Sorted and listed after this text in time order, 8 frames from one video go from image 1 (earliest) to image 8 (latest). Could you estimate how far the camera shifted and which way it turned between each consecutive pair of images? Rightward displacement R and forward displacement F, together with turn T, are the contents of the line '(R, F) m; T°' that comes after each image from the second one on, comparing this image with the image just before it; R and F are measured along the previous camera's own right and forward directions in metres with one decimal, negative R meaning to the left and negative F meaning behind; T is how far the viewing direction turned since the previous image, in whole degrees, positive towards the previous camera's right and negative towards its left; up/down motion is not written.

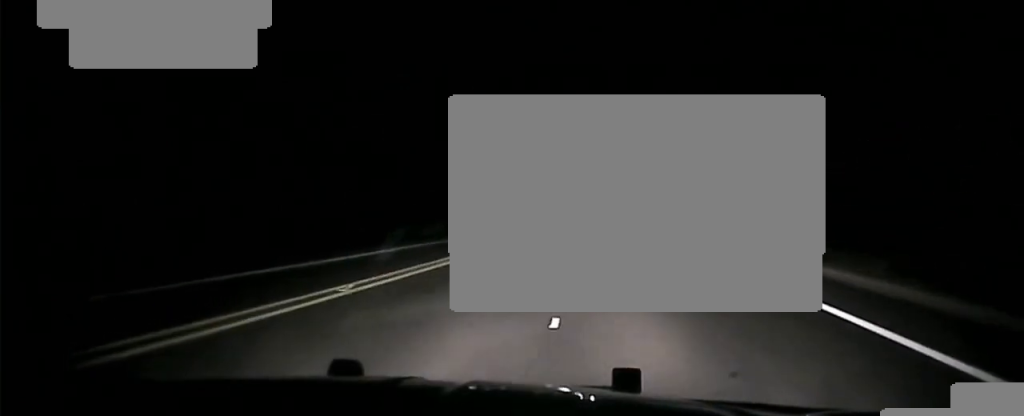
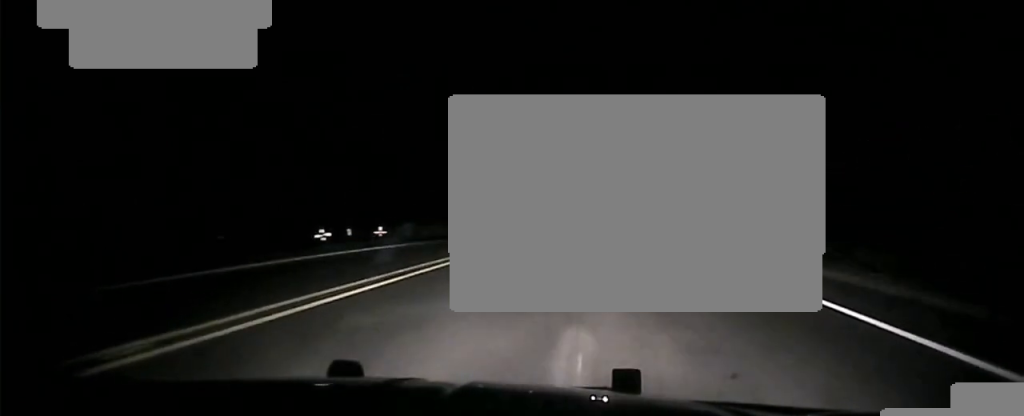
(+0.7, +59.0) m; +1°
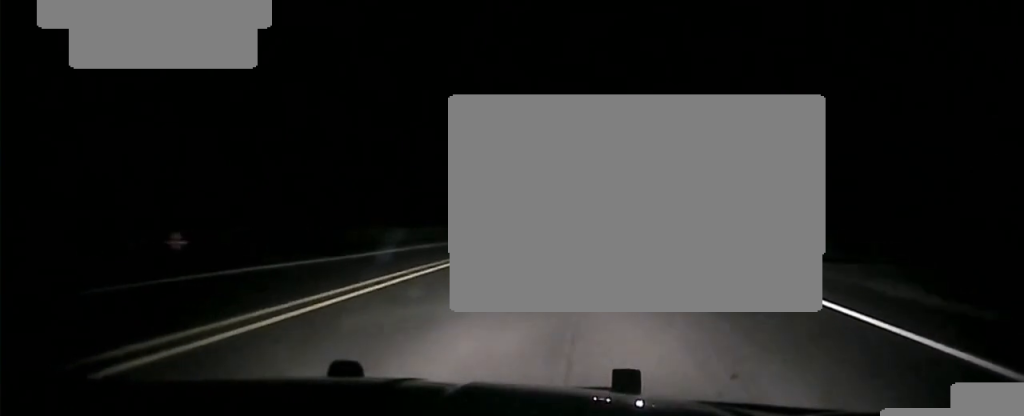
(0.0, +26.5) m; +1°
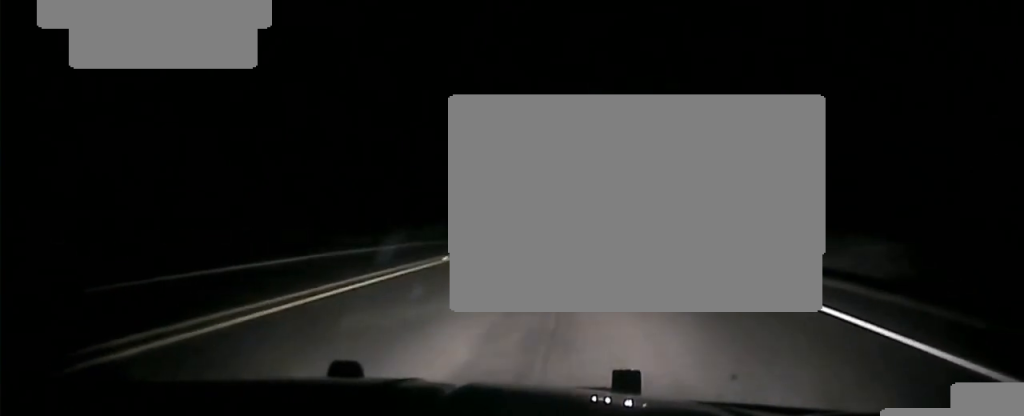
(+0.6, +25.7) m; +1°
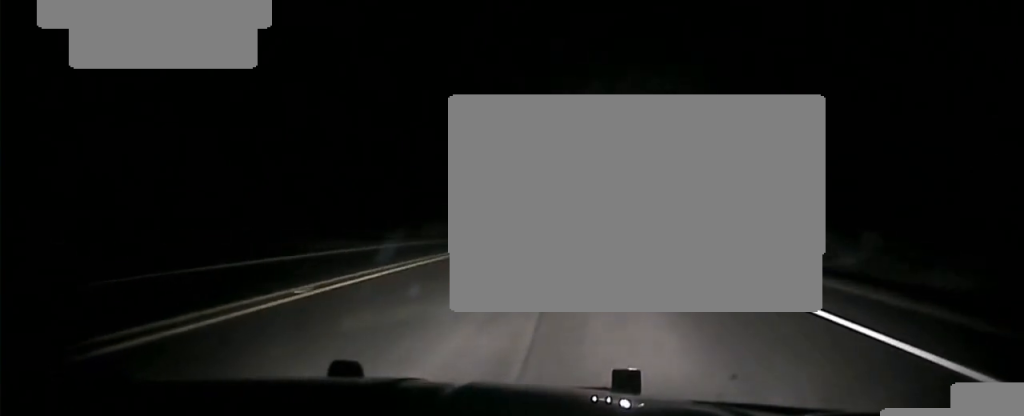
(0.0, +13.0) m; 0°
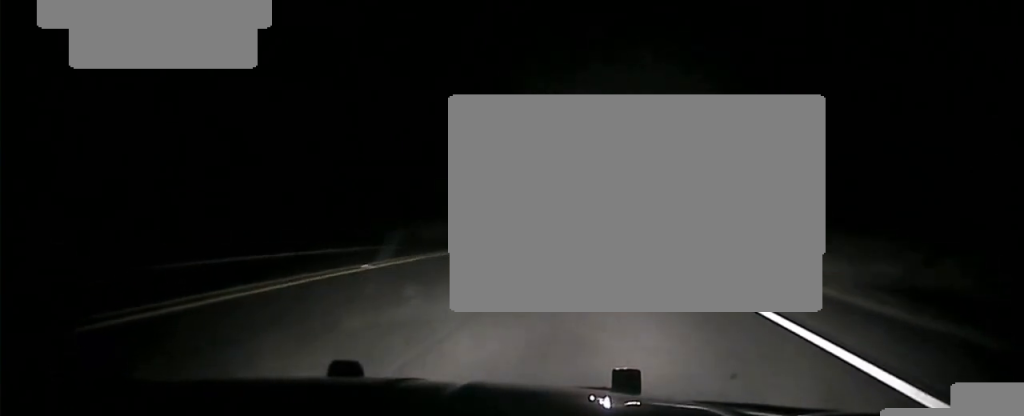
(0.0, +41.2) m; +1°
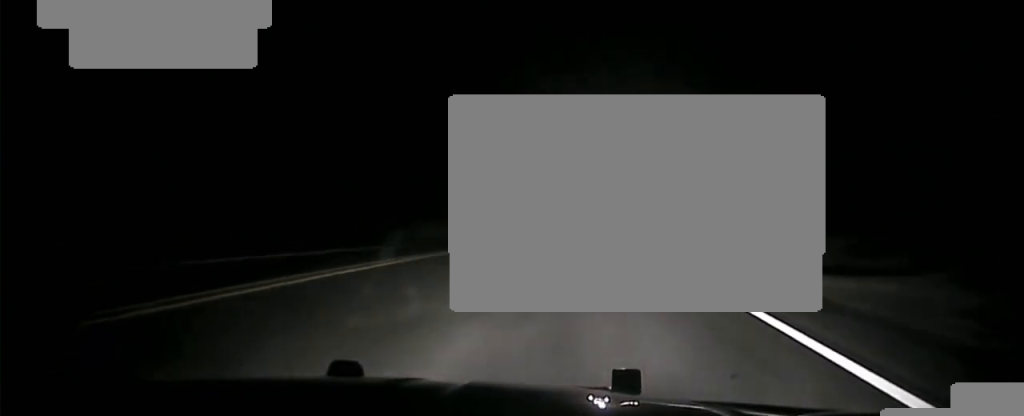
(+0.1, +10.2) m; +1°
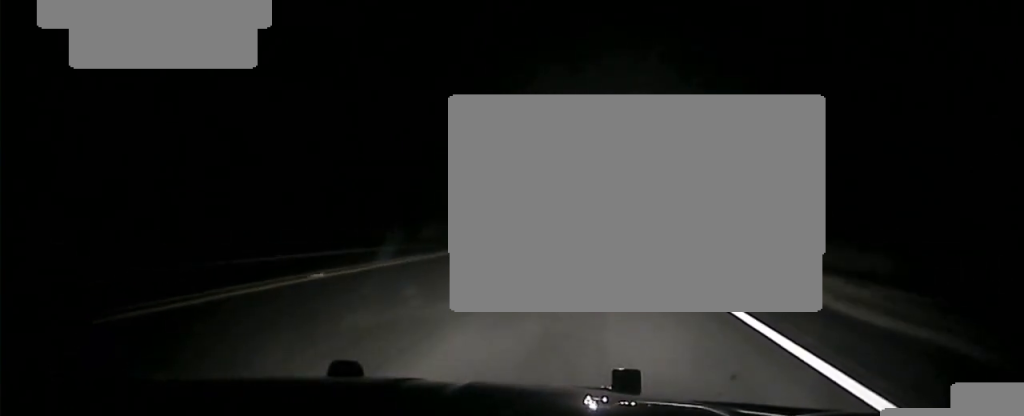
(+0.2, +17.0) m; +1°
